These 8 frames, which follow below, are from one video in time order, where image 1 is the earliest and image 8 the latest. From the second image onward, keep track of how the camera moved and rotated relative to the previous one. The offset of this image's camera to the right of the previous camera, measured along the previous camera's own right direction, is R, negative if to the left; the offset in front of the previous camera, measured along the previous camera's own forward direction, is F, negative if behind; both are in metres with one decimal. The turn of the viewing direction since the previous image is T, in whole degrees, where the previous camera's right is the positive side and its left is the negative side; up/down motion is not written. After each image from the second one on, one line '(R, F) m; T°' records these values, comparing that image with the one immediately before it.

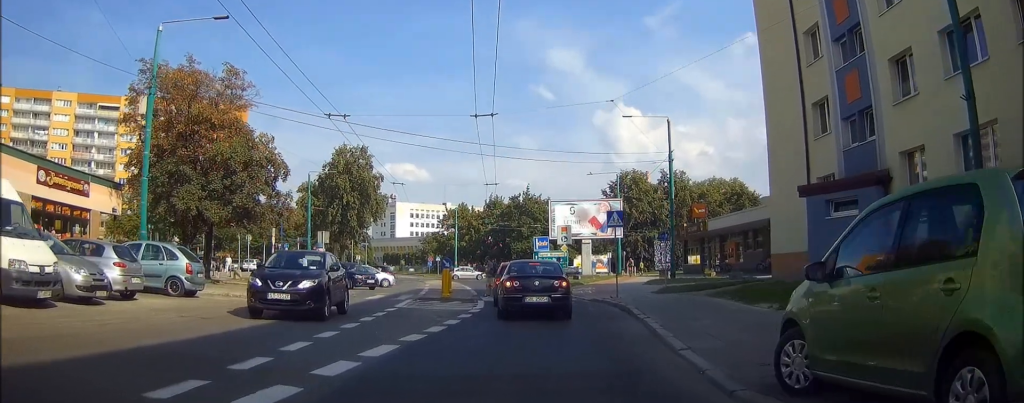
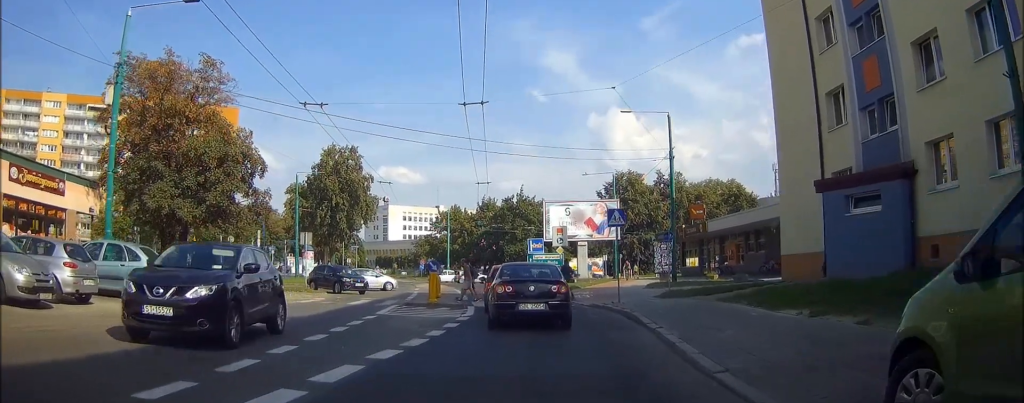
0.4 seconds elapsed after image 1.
(0.0, +1.5) m; +2°
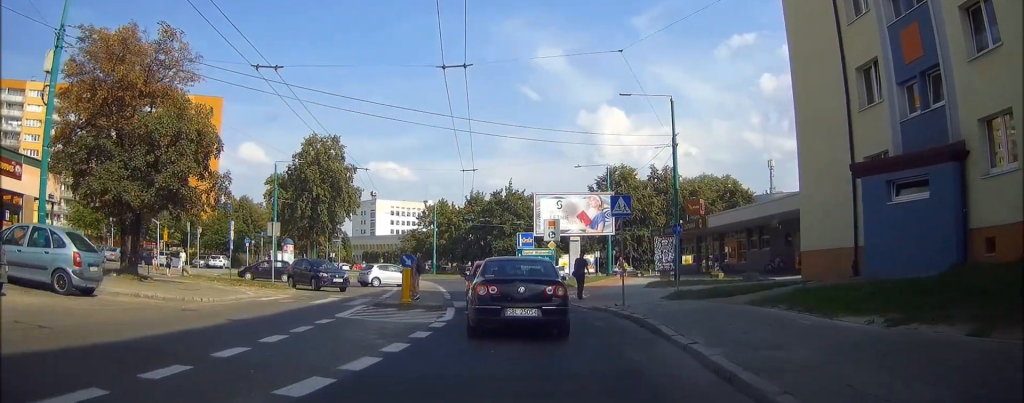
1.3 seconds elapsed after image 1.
(+0.1, +2.7) m; +3°
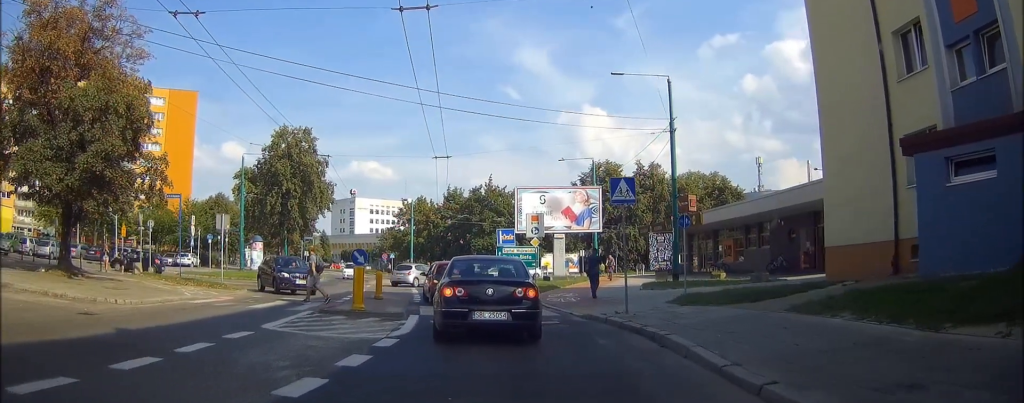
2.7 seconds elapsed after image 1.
(0.0, +4.0) m; -2°
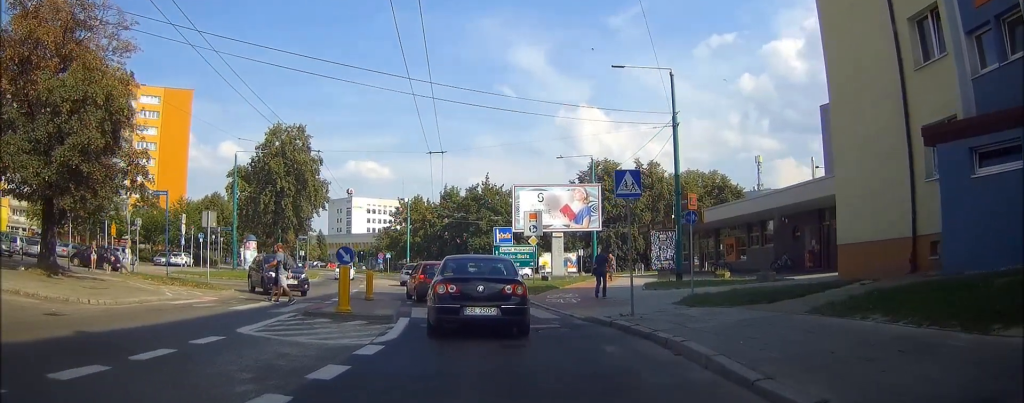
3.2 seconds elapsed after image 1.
(0.0, +1.4) m; -1°
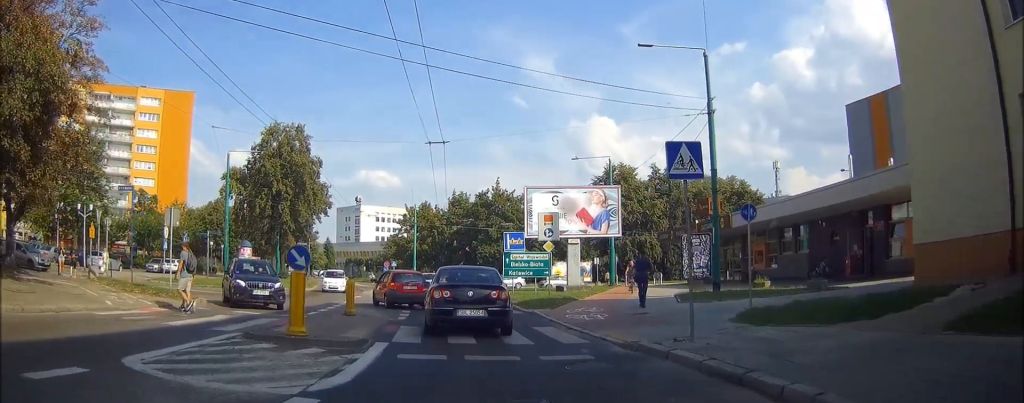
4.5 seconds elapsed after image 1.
(-0.1, +4.6) m; -3°
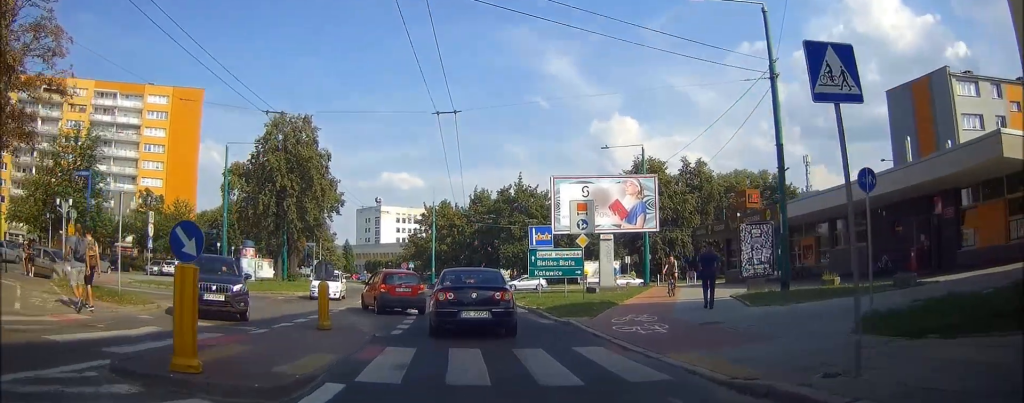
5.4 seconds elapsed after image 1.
(-0.1, +4.4) m; -1°
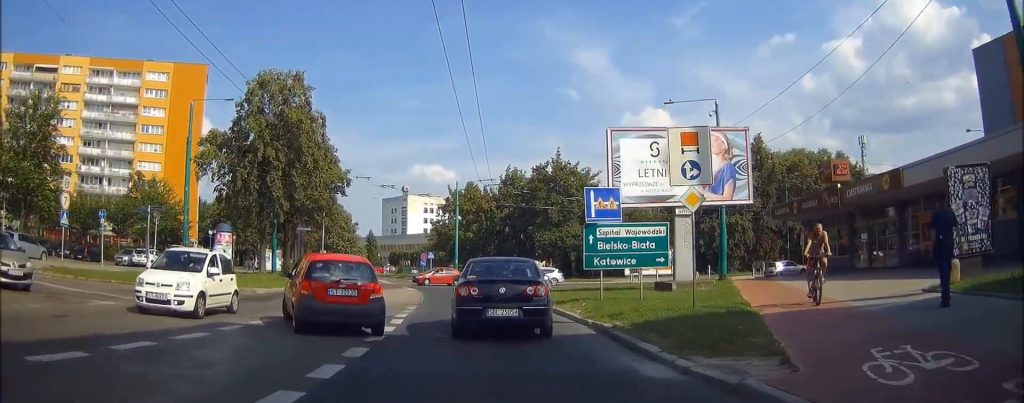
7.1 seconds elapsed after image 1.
(0.0, +10.0) m; +1°
